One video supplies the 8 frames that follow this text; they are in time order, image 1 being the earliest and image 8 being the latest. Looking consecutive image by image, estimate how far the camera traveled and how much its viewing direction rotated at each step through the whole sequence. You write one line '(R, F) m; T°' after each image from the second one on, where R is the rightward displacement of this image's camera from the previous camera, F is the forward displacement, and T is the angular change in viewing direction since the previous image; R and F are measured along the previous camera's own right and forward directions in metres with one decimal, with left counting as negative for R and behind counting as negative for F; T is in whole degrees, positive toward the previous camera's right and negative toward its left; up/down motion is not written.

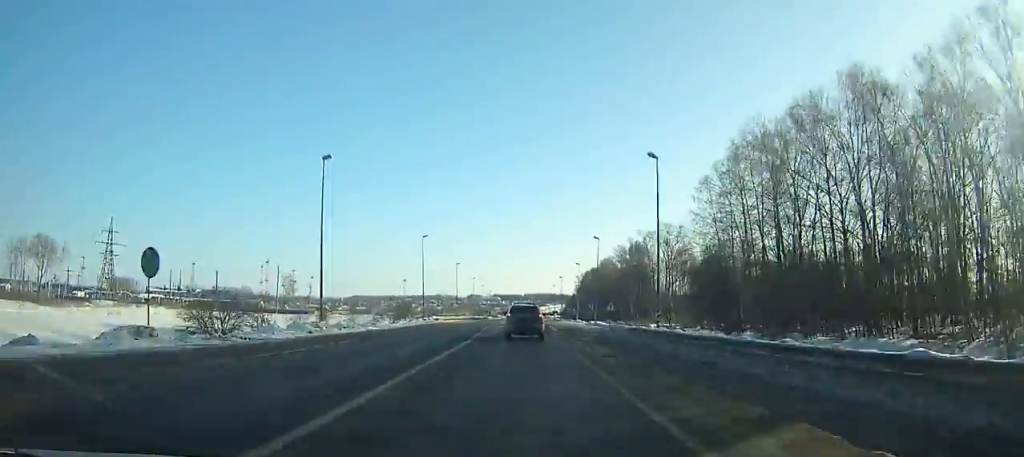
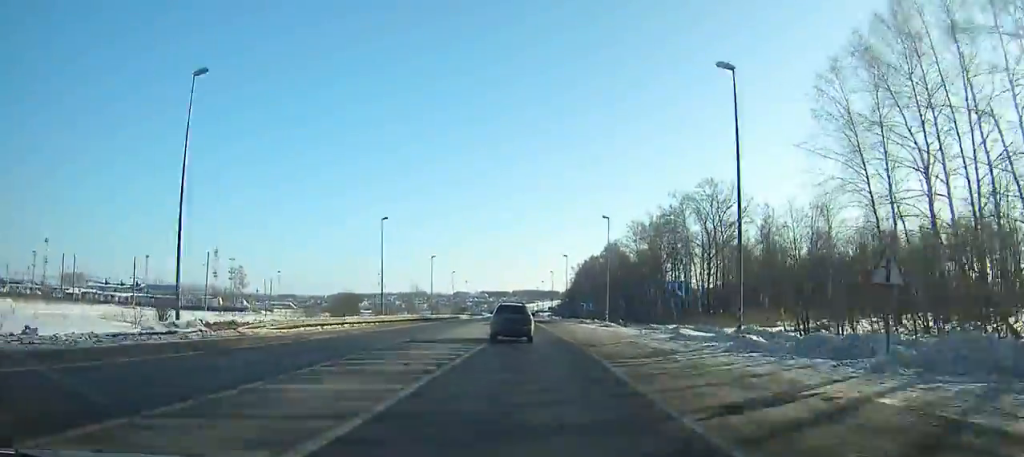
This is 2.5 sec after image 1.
(+0.3, +46.7) m; 0°
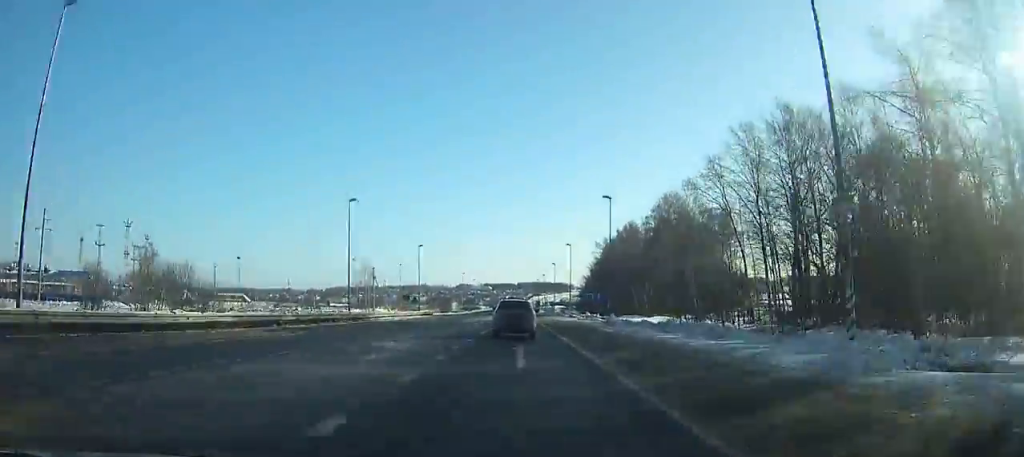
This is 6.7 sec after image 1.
(0.0, +77.6) m; 0°
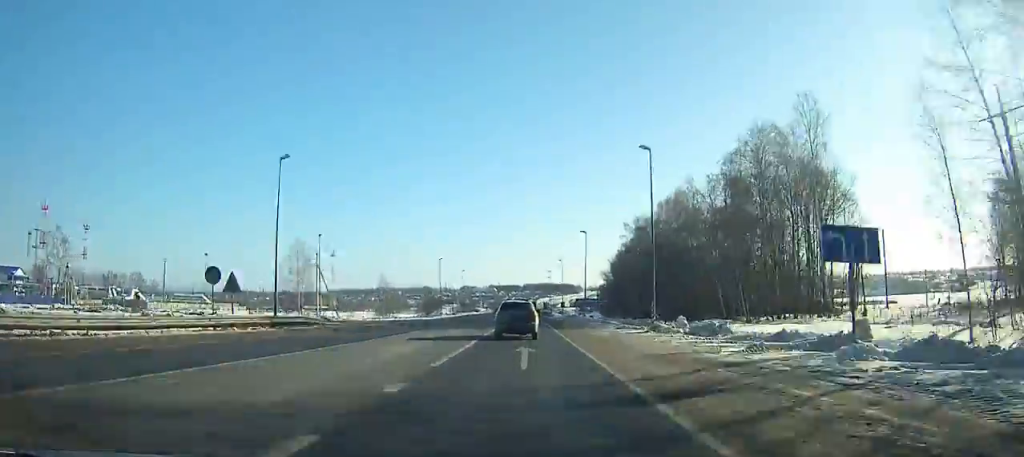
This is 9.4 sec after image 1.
(-0.3, +49.4) m; 0°
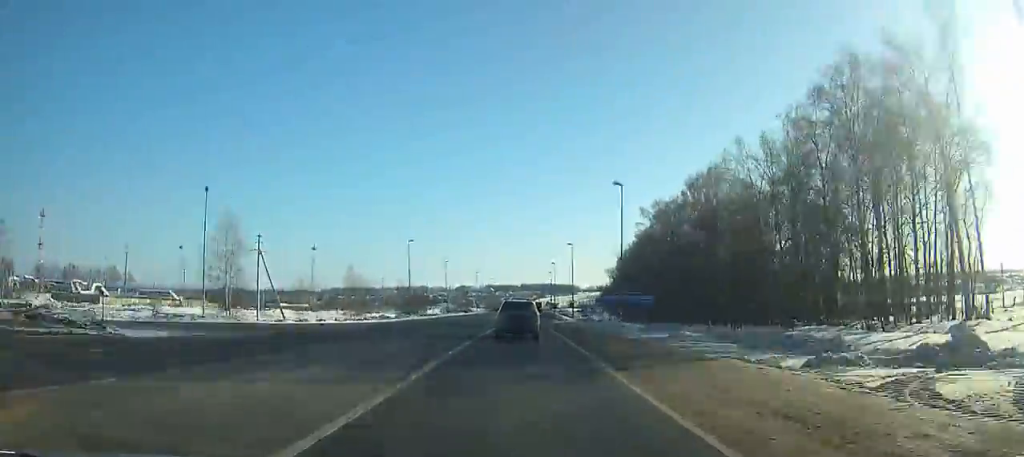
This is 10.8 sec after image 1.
(0.0, +25.5) m; 0°
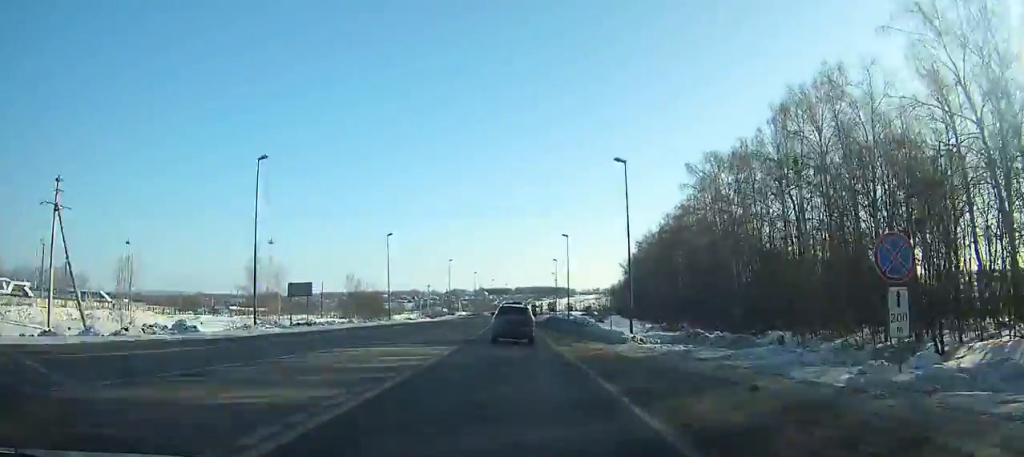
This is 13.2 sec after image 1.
(0.0, +43.8) m; 0°
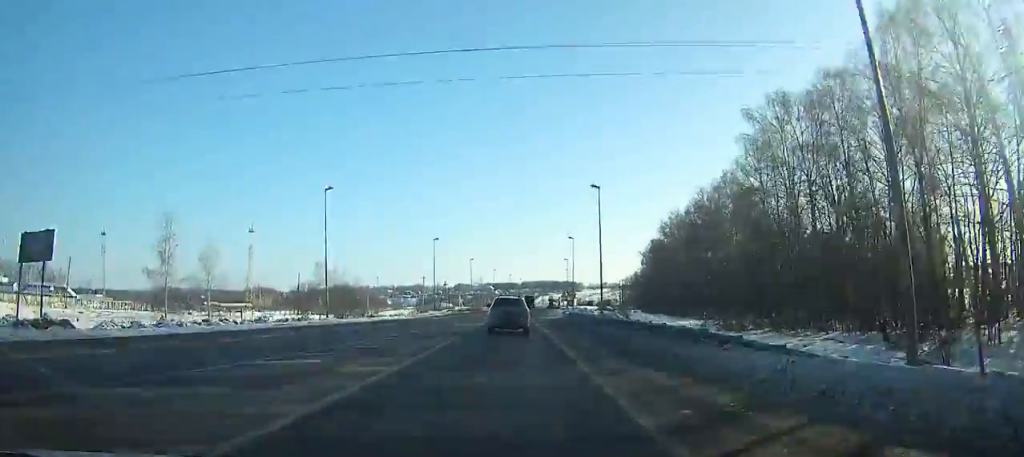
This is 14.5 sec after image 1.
(0.0, +23.7) m; 0°
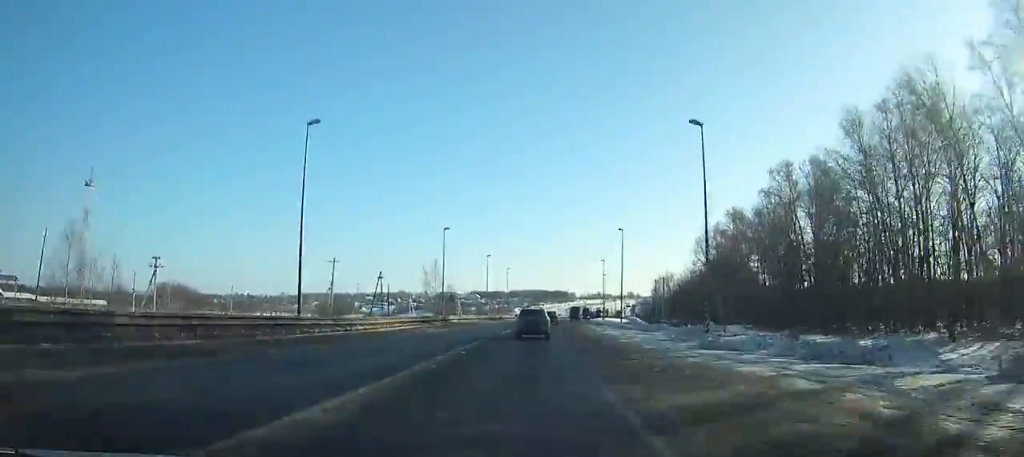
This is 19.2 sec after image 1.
(+0.2, +87.0) m; +2°
